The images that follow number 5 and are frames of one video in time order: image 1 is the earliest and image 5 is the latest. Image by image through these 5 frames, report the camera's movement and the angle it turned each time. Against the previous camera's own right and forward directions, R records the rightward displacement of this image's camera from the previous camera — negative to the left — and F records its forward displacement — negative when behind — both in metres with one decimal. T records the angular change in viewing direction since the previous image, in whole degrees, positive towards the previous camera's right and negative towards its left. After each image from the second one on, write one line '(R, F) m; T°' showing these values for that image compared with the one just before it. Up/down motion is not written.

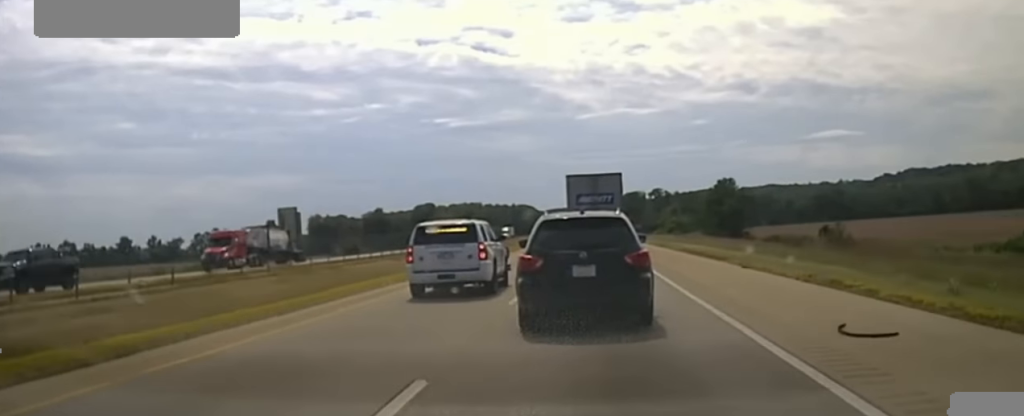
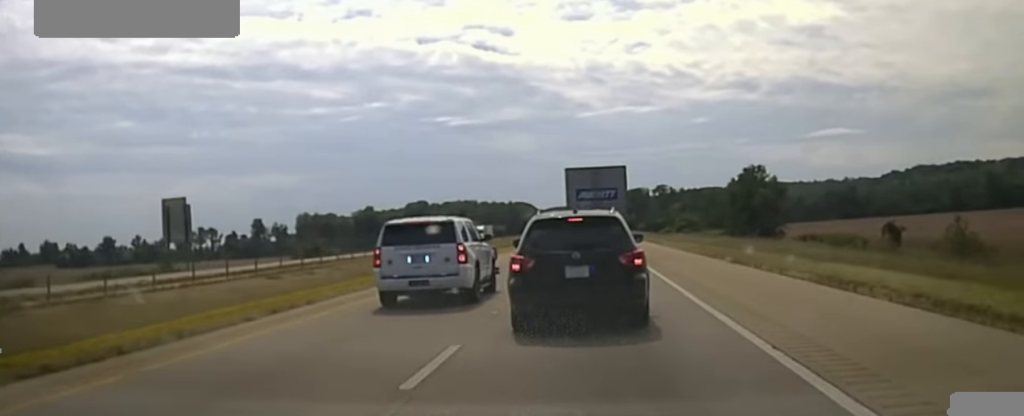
(0.0, +33.1) m; 0°
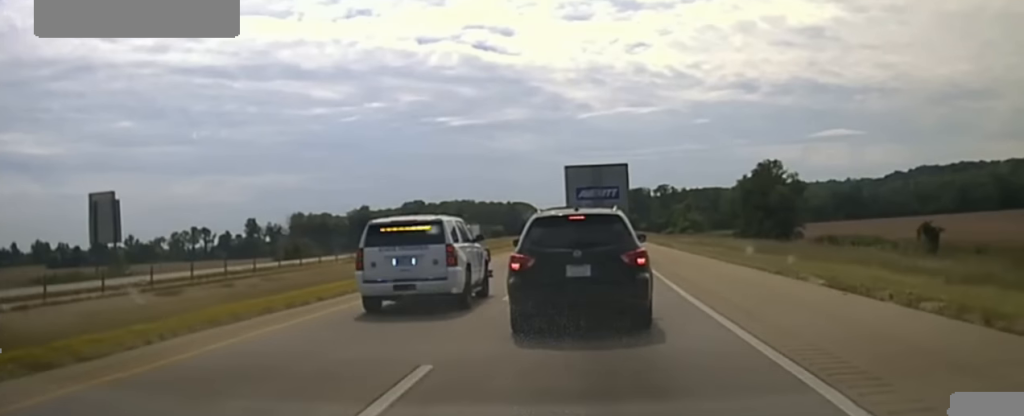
(-0.1, +13.5) m; 0°
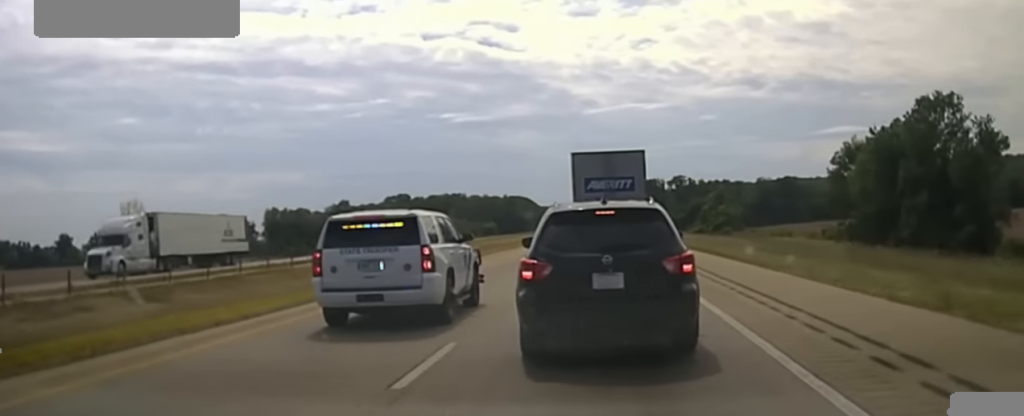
(+0.4, +68.5) m; 0°
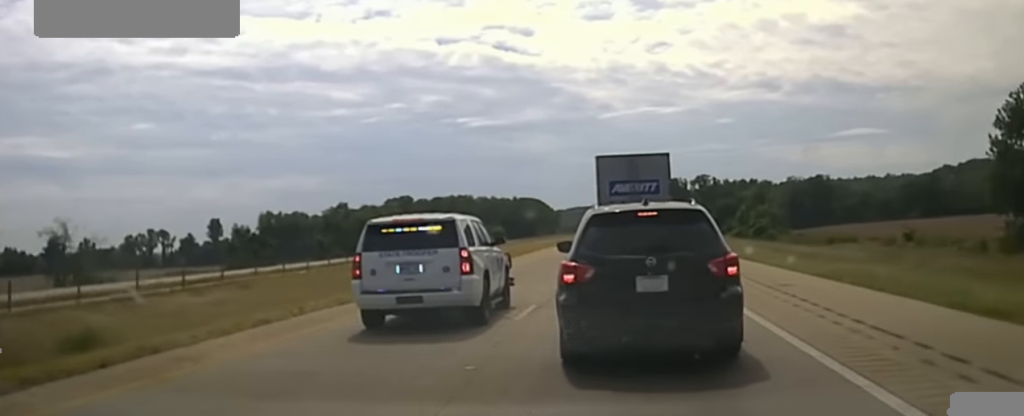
(-0.8, +40.0) m; -1°
